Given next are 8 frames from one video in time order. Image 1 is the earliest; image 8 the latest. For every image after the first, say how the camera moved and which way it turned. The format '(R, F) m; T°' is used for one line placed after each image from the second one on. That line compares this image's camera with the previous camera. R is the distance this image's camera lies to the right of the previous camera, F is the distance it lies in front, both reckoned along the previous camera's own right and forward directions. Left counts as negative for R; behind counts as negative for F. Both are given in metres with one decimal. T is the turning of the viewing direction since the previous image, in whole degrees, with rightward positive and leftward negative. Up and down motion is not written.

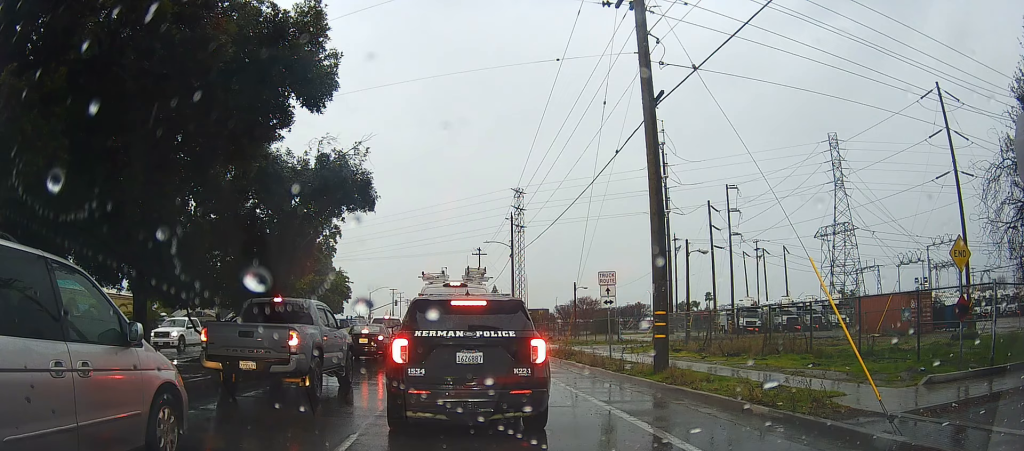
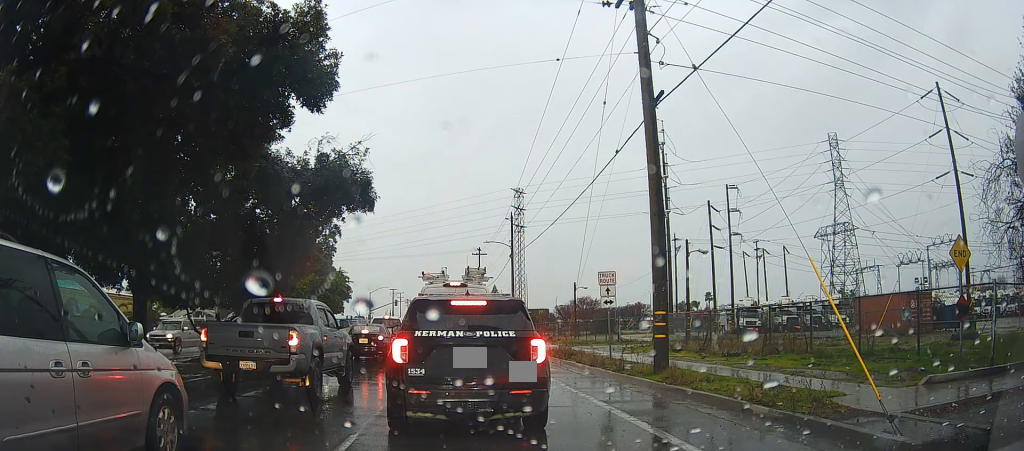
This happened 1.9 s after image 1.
(0.0, 0.0) m; 0°
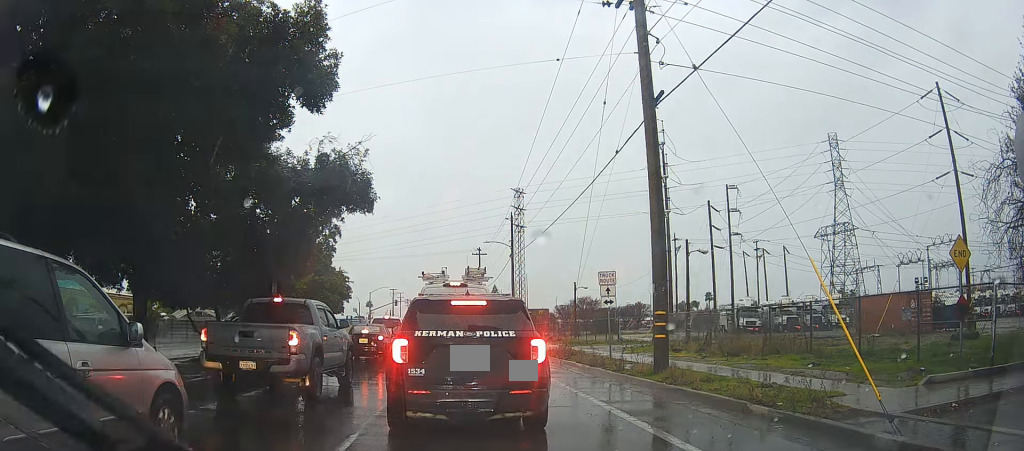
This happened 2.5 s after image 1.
(0.0, 0.0) m; 0°
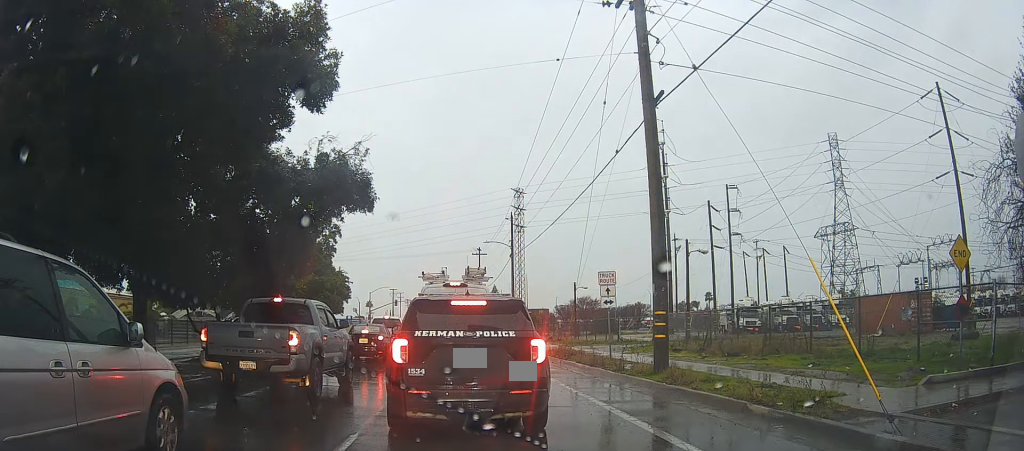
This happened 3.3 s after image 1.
(0.0, 0.0) m; 0°
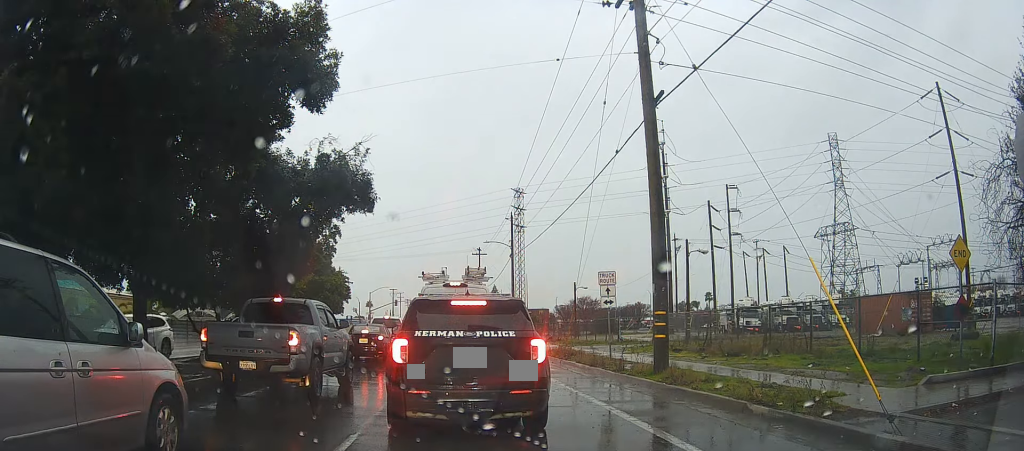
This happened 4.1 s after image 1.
(0.0, 0.0) m; 0°
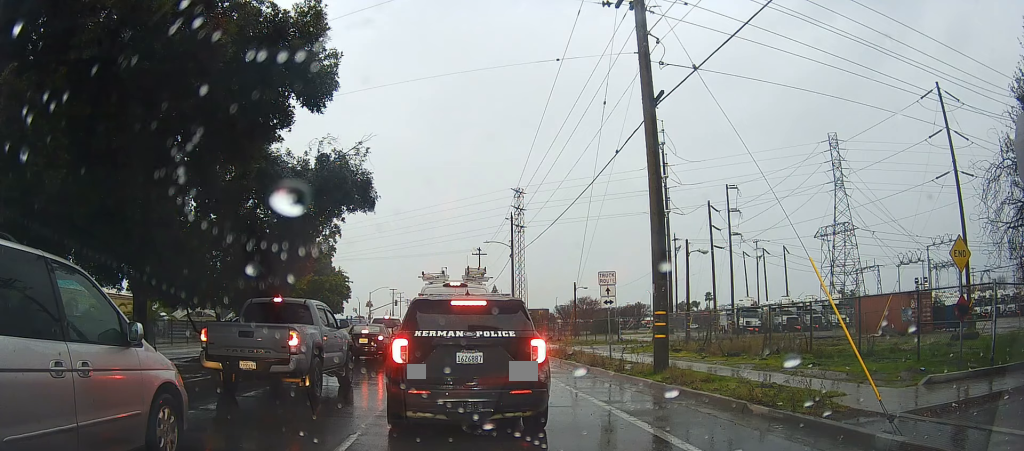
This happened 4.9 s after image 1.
(0.0, 0.0) m; 0°
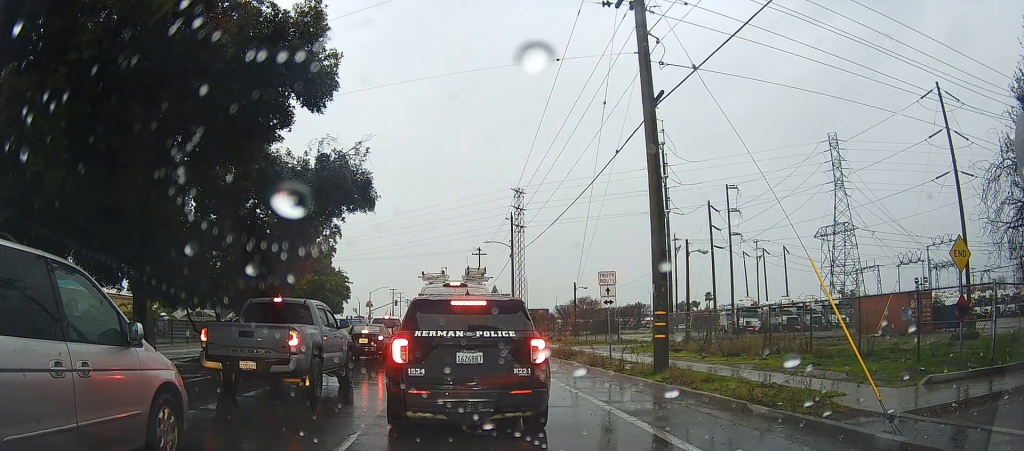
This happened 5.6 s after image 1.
(0.0, 0.0) m; 0°
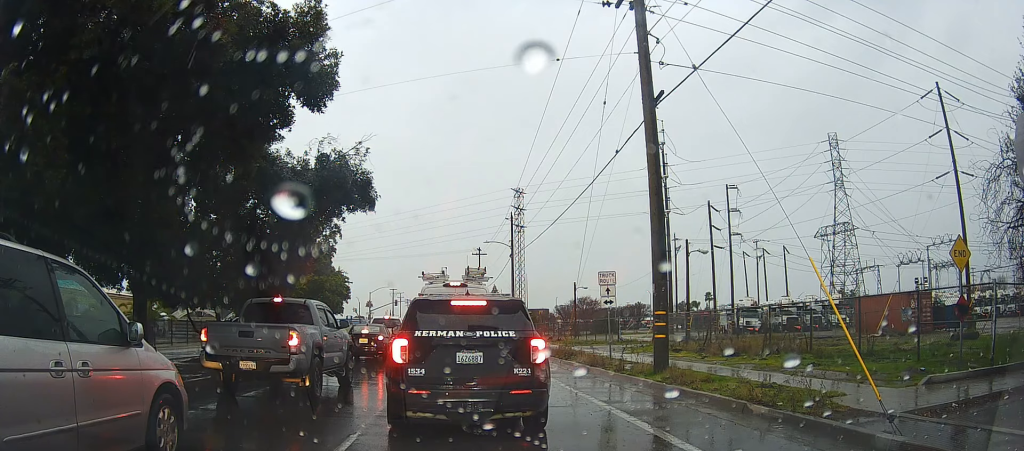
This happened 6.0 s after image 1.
(0.0, 0.0) m; 0°
